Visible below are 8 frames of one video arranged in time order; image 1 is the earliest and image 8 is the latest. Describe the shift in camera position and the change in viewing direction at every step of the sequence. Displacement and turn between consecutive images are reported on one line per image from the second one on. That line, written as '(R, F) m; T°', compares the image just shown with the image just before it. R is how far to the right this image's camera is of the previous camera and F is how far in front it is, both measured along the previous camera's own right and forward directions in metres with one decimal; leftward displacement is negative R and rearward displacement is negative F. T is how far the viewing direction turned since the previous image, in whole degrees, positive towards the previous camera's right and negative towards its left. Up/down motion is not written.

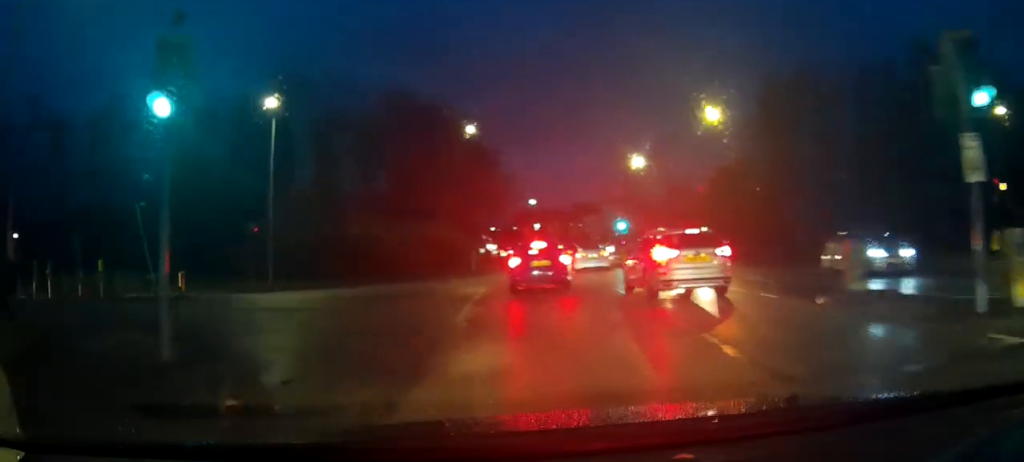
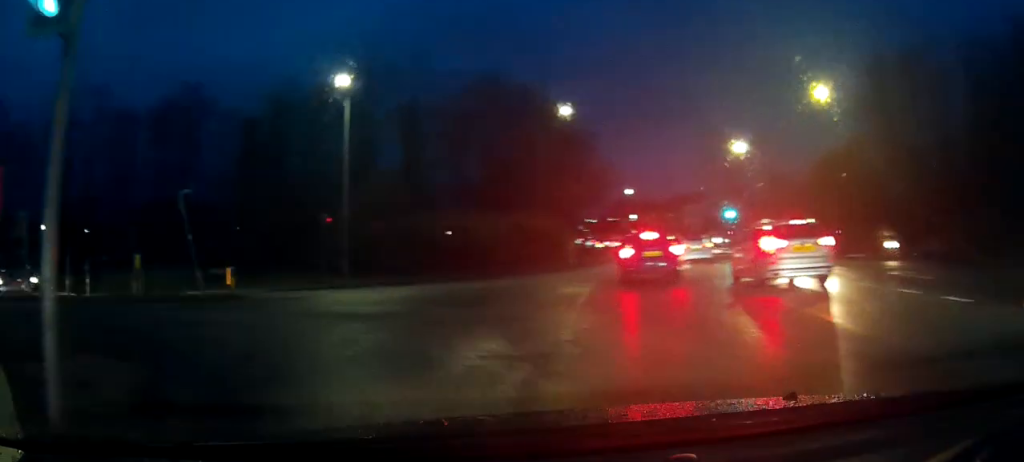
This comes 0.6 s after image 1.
(-0.4, +4.1) m; -3°
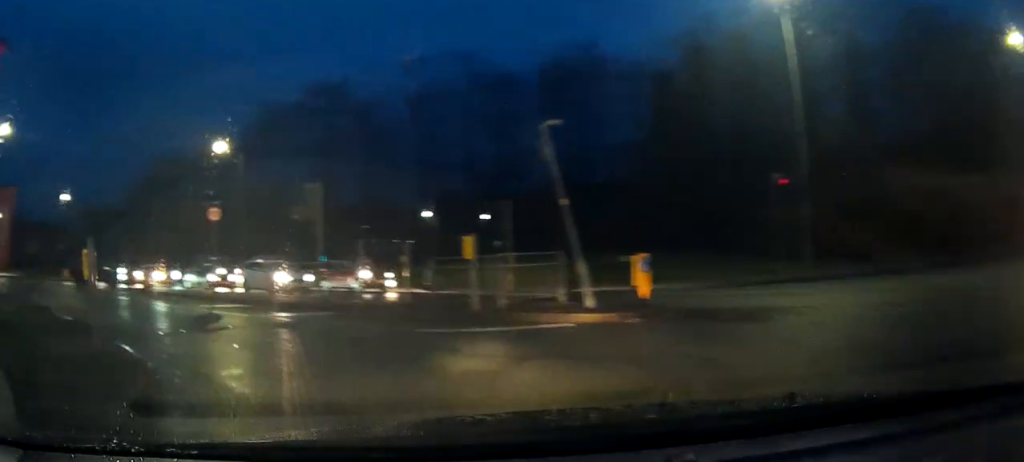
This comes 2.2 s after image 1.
(-0.9, +10.7) m; -18°
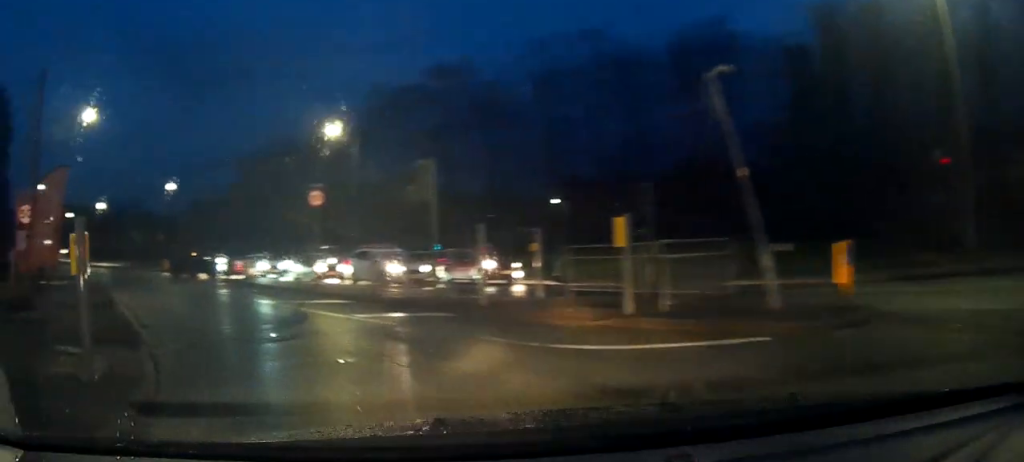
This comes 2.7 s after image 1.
(-0.3, +2.7) m; -11°
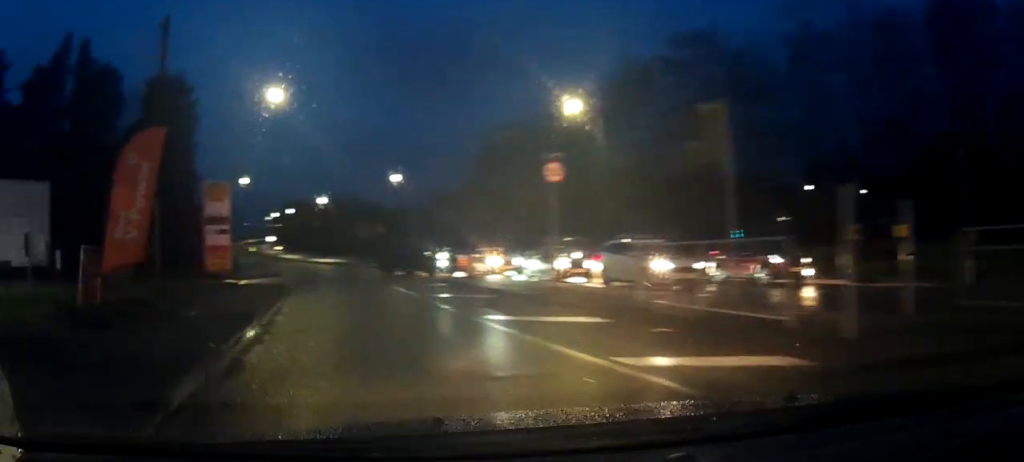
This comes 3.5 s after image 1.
(-0.9, +4.6) m; -22°
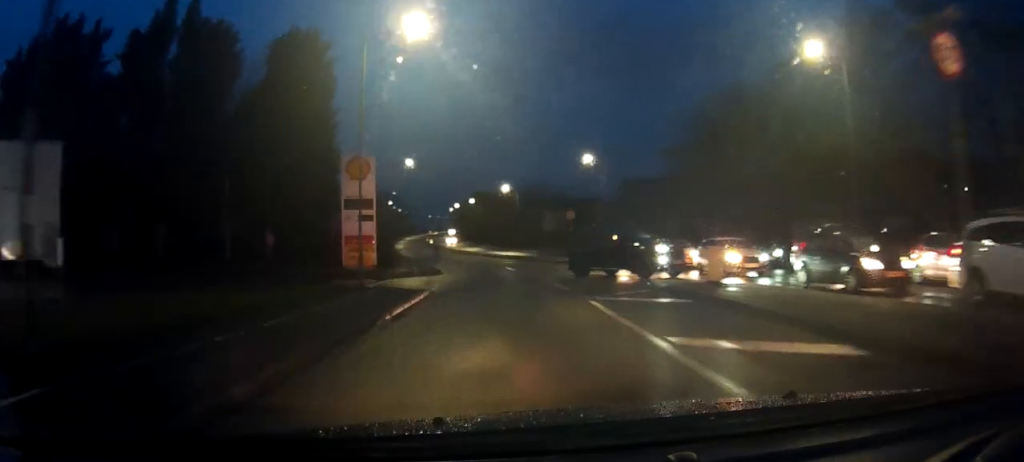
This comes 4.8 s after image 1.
(-2.1, +7.0) m; -33°
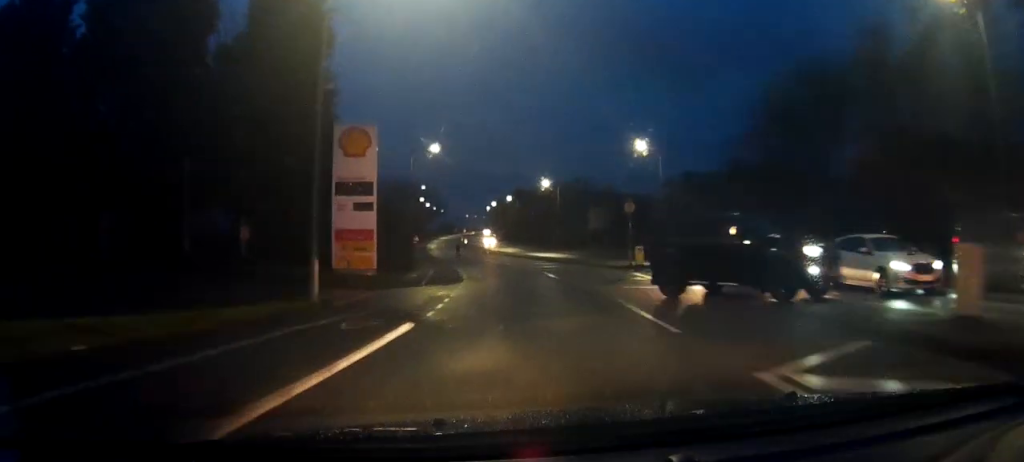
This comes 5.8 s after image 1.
(-1.1, +6.9) m; -13°
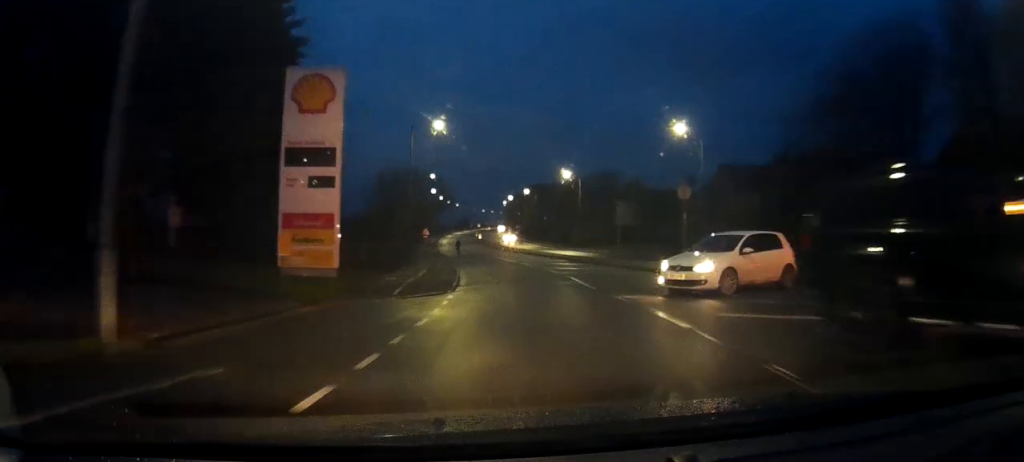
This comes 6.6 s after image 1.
(-0.5, +7.2) m; -3°
